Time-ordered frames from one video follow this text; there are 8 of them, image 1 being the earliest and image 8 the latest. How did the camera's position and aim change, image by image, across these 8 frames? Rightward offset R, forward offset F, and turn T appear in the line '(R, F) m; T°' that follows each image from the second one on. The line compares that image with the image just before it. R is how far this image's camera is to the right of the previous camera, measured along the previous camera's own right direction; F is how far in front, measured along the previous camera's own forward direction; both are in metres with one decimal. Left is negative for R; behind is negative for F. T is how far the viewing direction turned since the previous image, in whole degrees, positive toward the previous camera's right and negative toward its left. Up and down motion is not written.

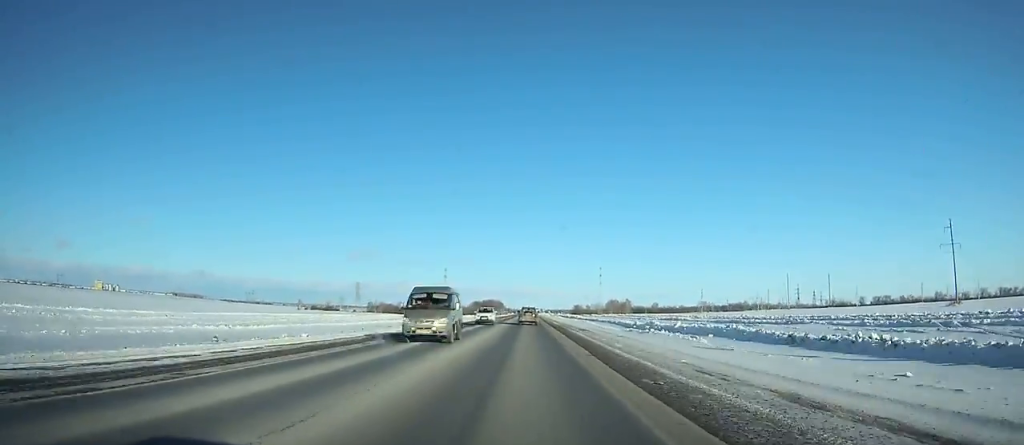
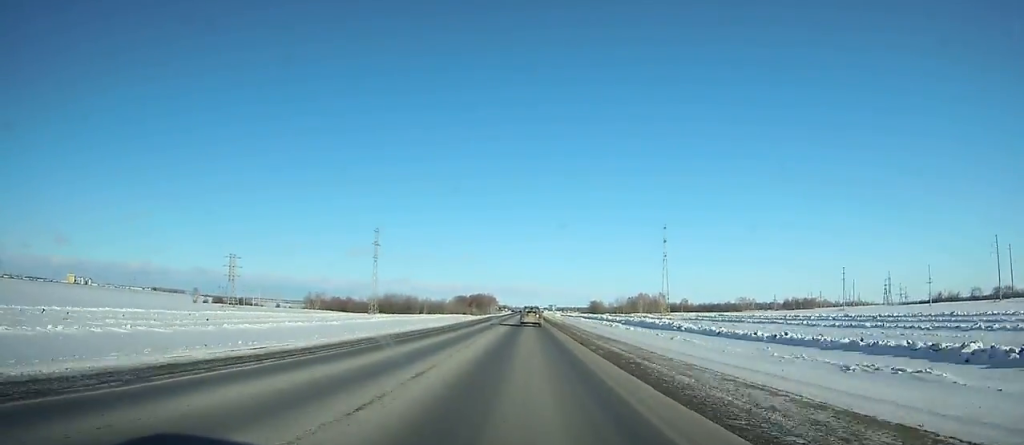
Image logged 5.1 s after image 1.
(-0.3, +148.5) m; 0°
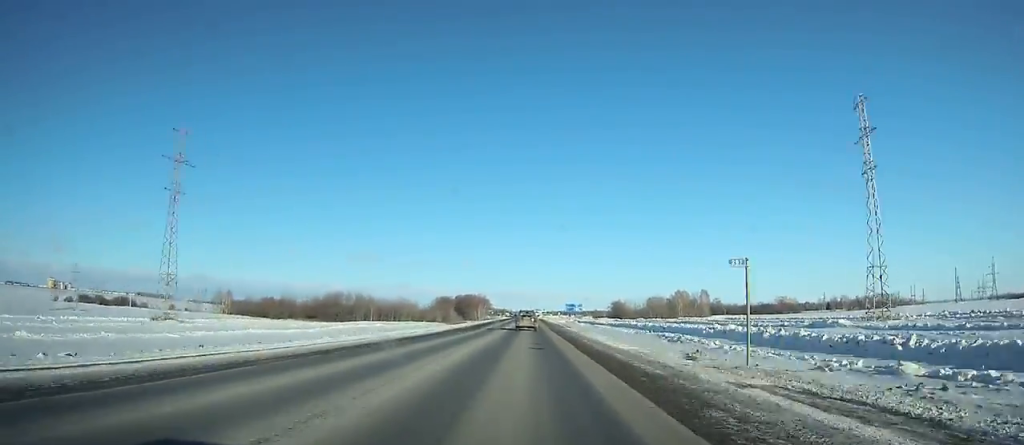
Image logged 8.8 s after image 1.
(+0.6, +105.6) m; 0°
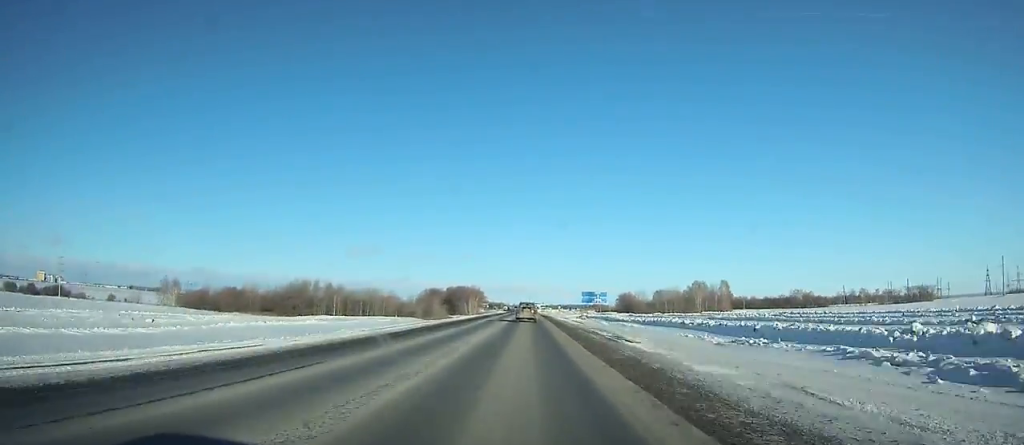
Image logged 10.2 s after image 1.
(-0.2, +39.1) m; 0°
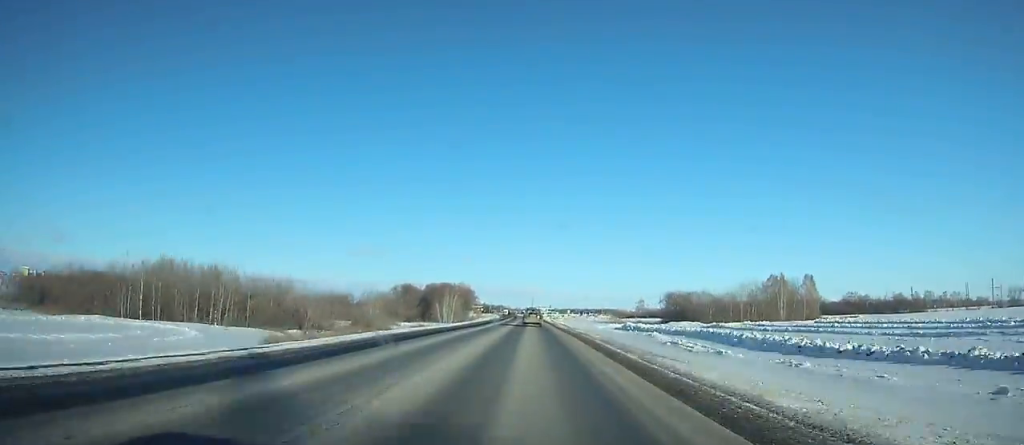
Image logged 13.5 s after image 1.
(-0.4, +90.4) m; 0°
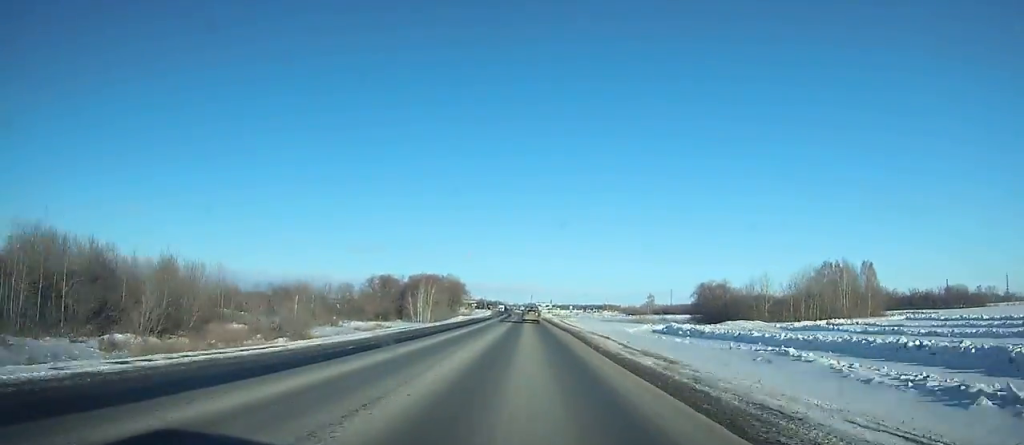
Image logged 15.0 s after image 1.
(0.0, +40.1) m; 0°
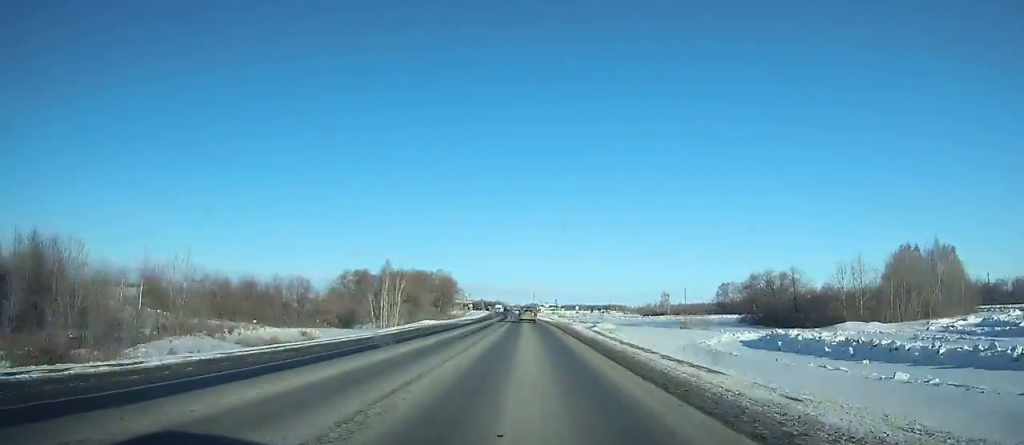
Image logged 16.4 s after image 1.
(+0.2, +36.8) m; 0°
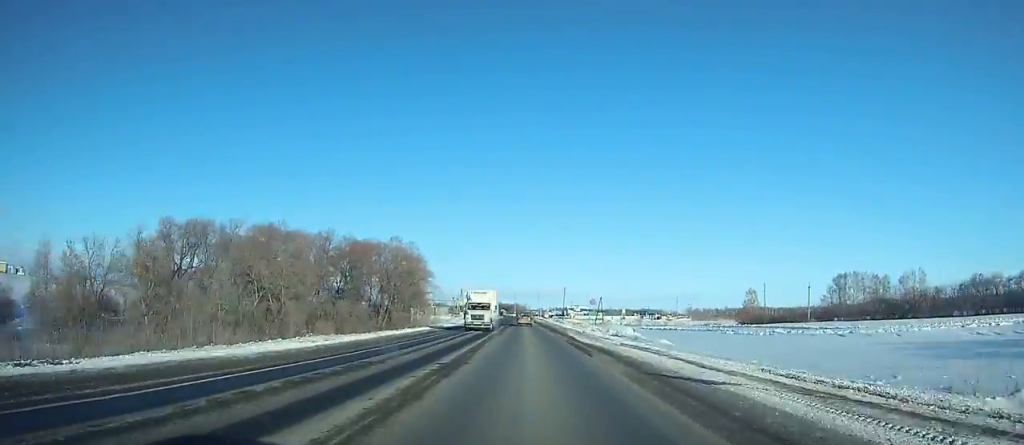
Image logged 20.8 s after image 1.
(-1.1, +110.9) m; -2°
